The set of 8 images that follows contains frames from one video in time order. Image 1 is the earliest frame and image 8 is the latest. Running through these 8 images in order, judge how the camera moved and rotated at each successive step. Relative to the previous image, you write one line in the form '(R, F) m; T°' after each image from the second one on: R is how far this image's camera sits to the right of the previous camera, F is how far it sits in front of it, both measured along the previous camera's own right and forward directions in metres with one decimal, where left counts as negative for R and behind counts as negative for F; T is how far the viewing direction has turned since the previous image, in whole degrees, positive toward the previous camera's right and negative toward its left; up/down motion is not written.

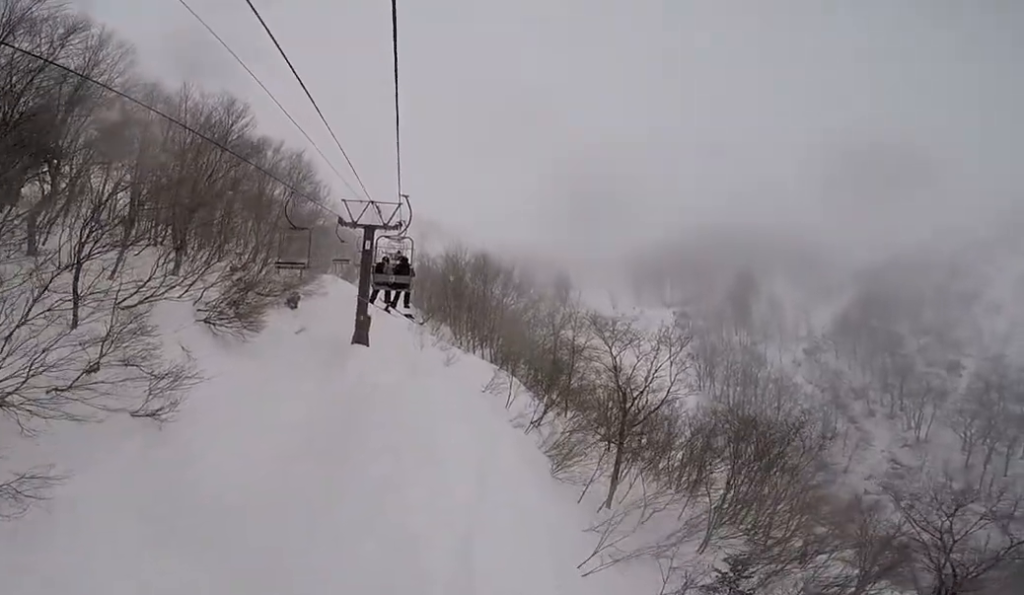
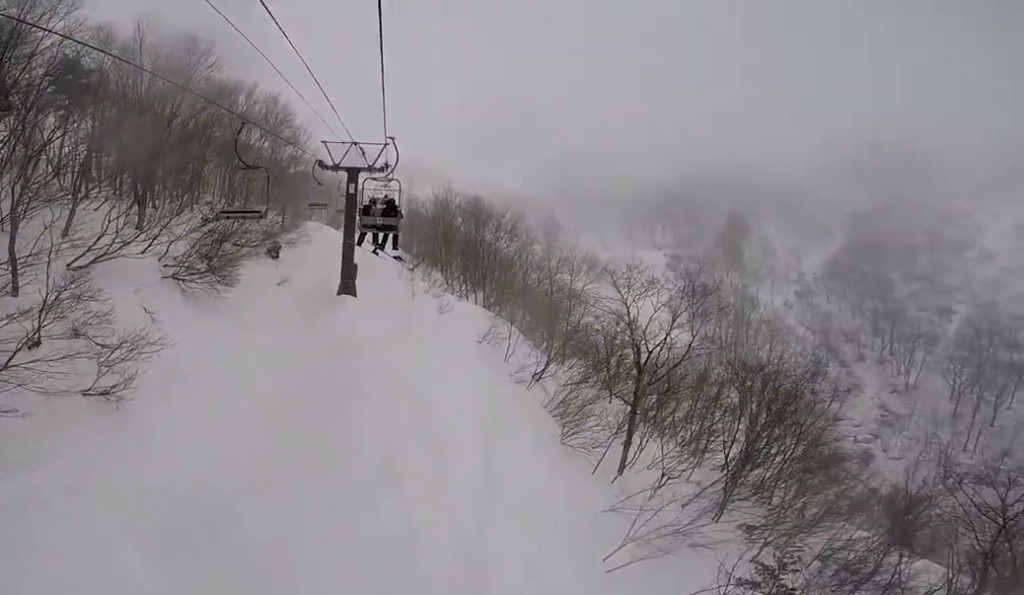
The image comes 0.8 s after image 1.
(0.0, +1.6) m; 0°
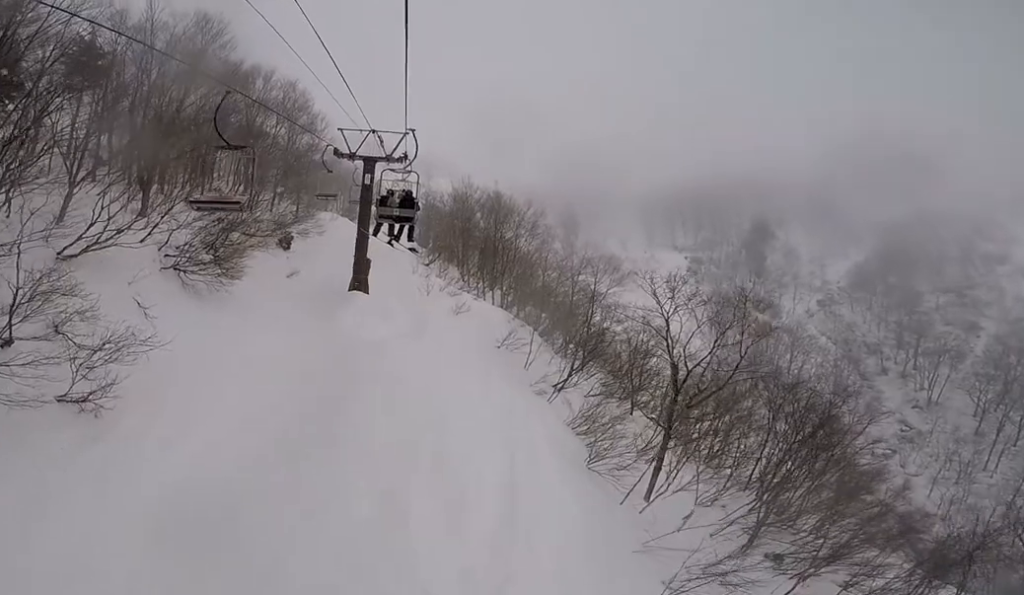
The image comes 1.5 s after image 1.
(0.0, +1.4) m; 0°
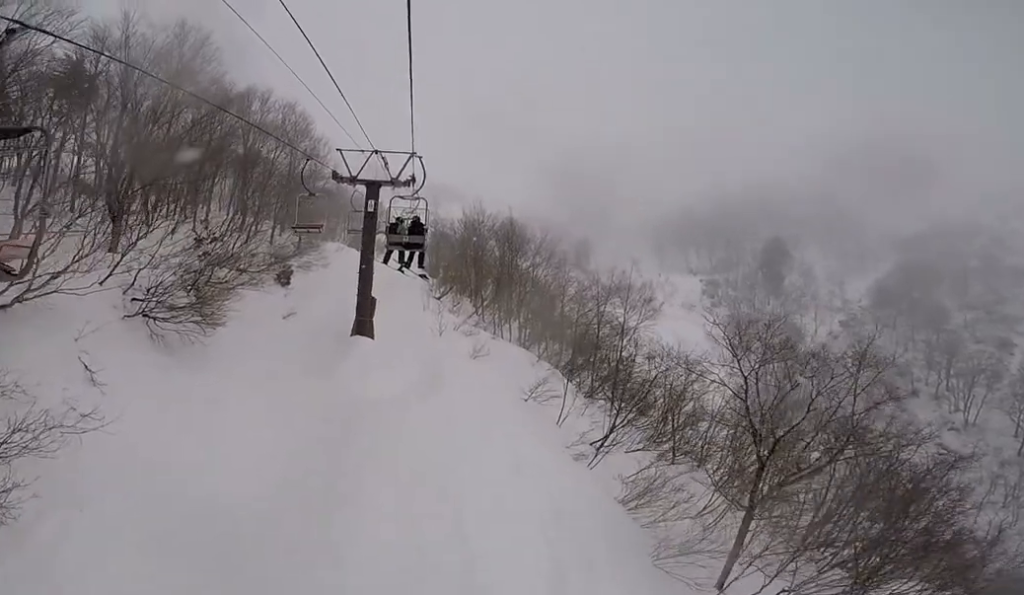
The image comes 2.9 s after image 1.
(0.0, +2.9) m; 0°
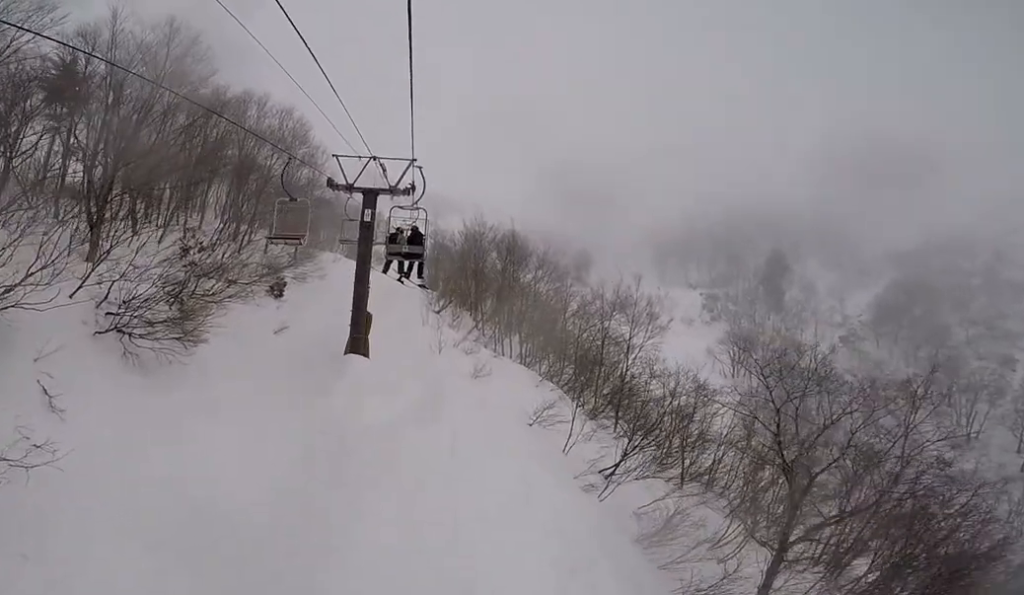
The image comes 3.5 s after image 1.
(0.0, +1.2) m; 0°
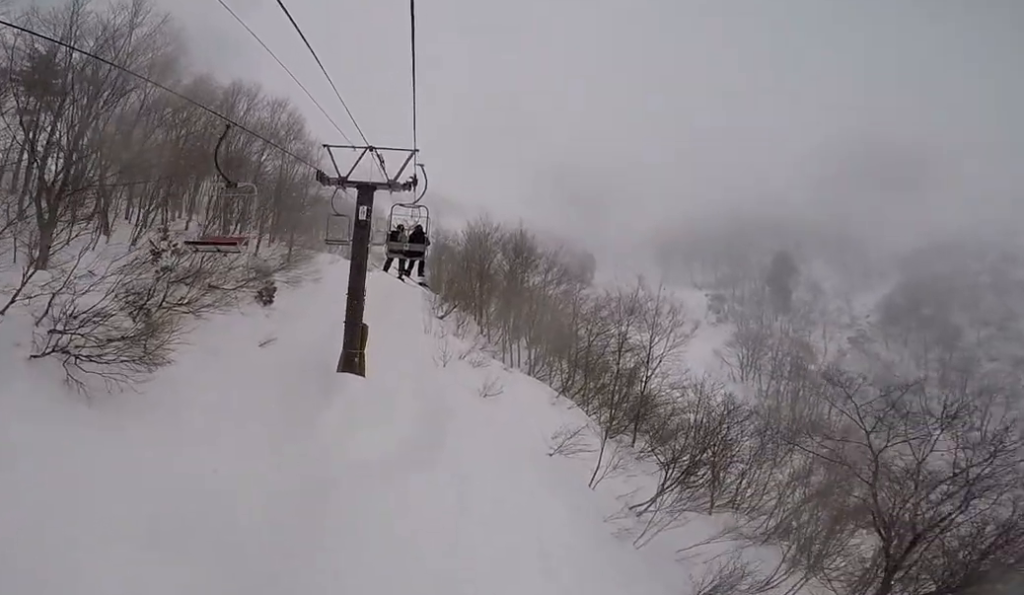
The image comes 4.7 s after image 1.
(0.0, +2.3) m; 0°
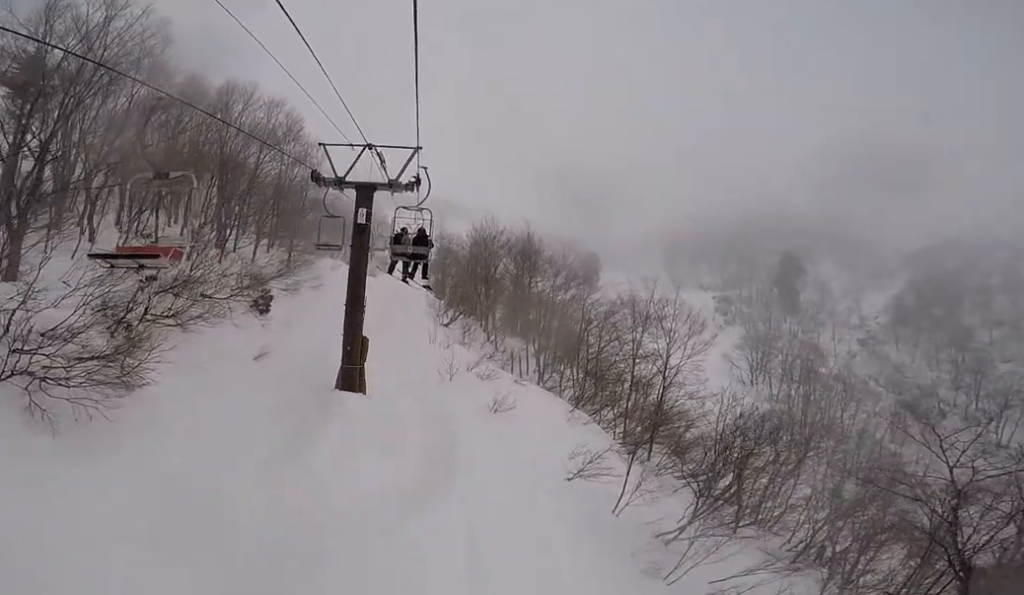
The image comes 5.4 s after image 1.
(0.0, +1.3) m; 0°
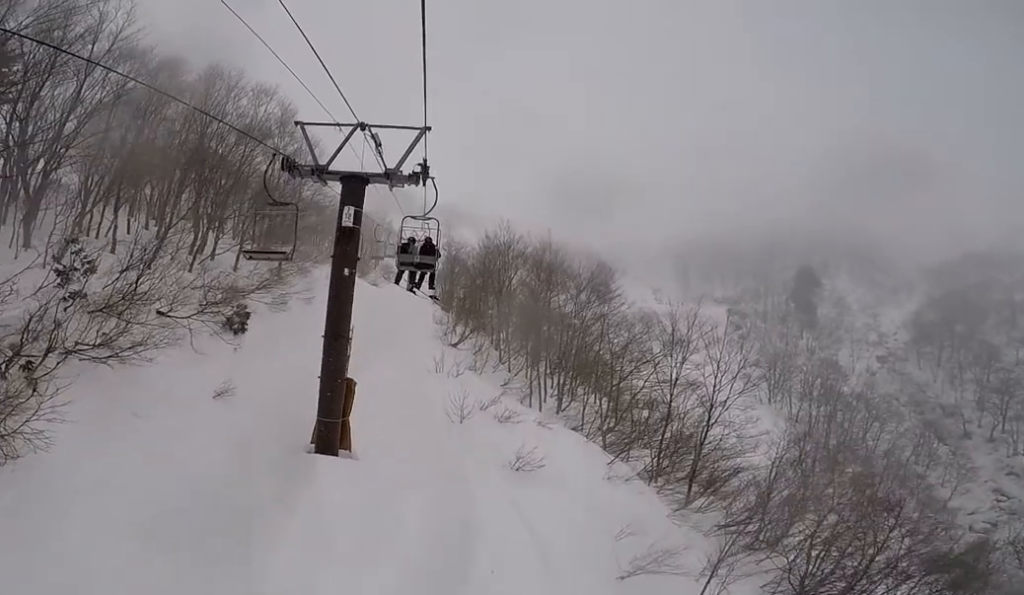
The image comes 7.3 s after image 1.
(0.0, +3.9) m; 0°
